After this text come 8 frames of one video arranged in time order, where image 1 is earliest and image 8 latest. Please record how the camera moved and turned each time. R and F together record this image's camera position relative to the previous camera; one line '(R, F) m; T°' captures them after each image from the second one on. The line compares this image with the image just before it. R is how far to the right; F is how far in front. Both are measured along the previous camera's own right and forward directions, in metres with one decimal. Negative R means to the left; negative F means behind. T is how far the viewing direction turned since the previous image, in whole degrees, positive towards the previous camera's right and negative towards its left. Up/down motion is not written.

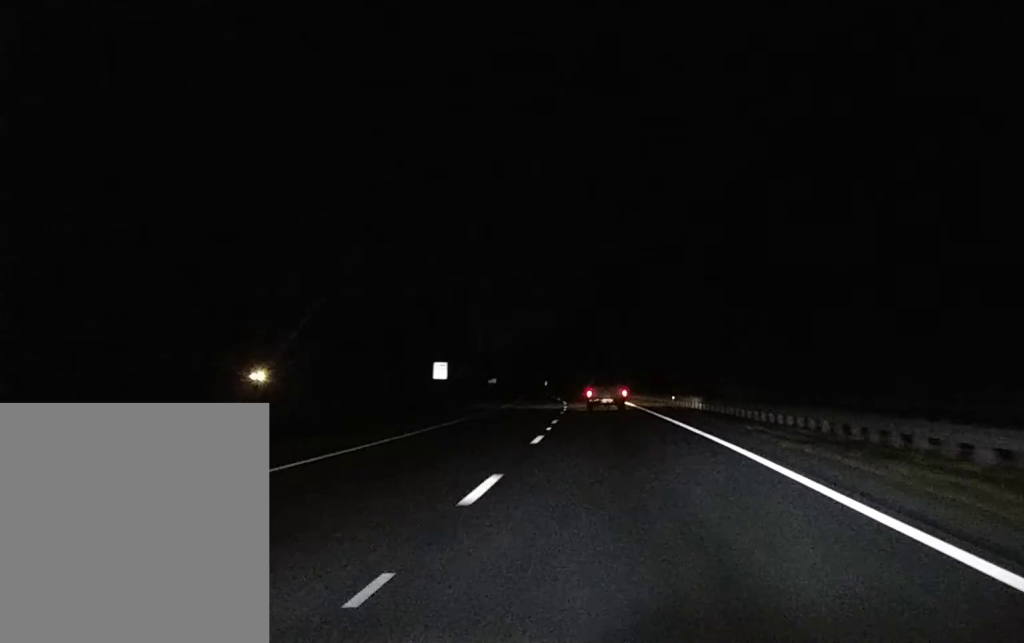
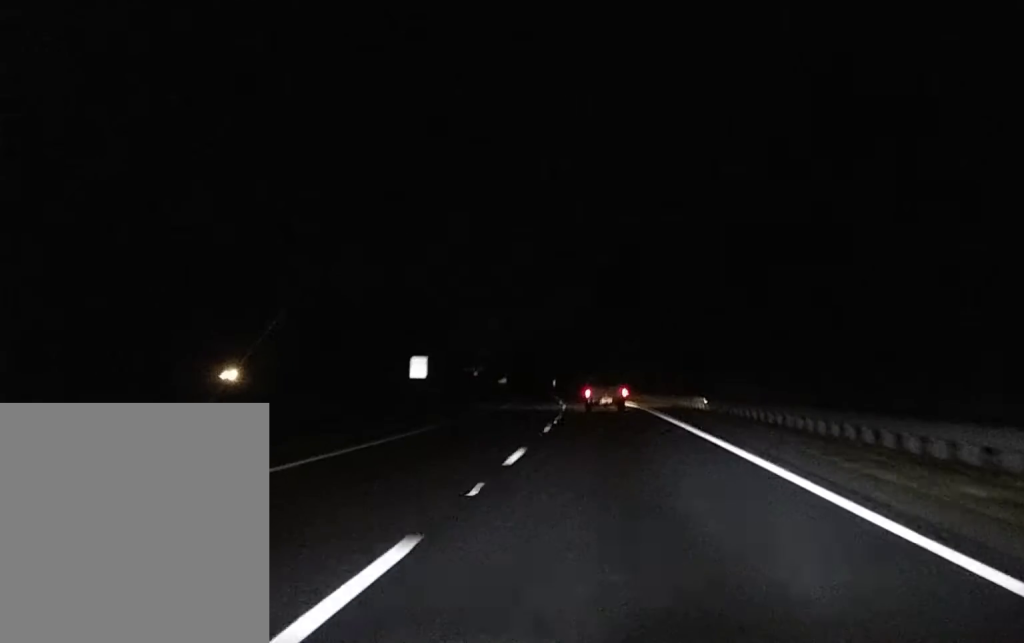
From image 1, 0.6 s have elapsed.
(+0.2, +16.5) m; -1°
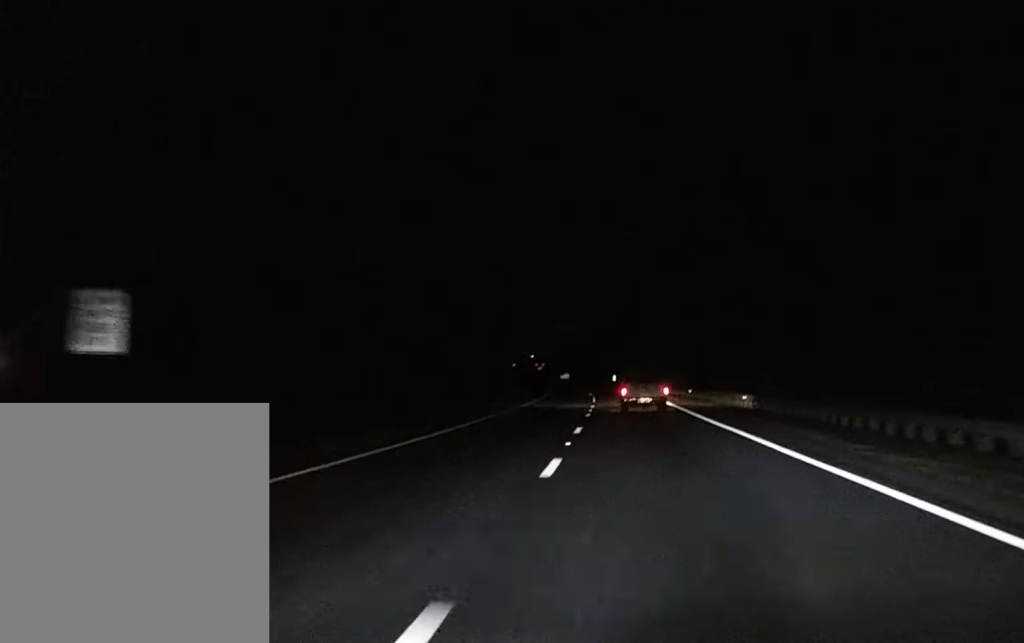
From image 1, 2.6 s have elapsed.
(-2.3, +57.2) m; -3°
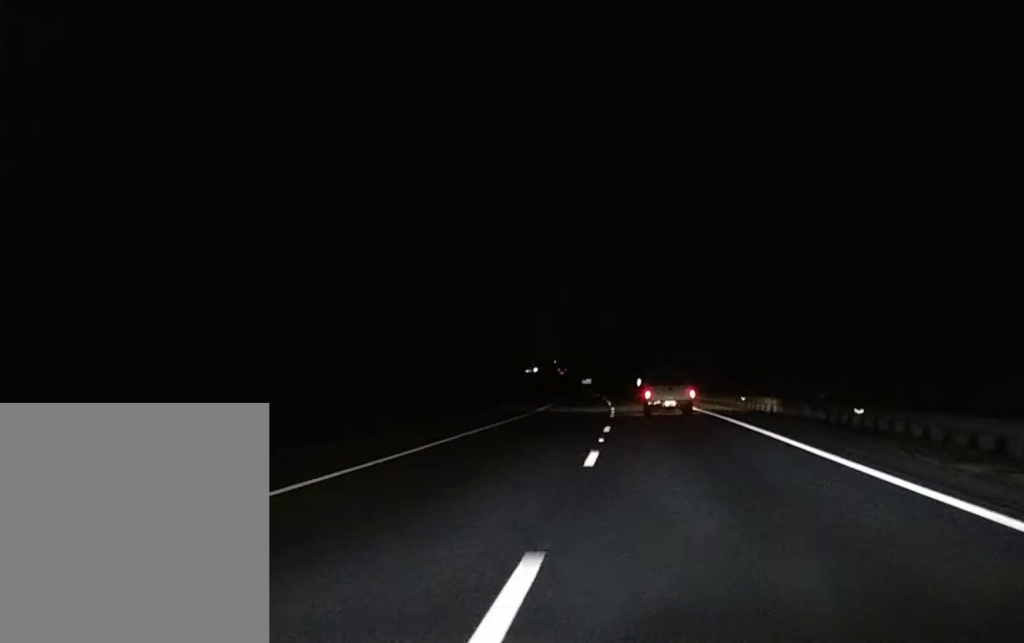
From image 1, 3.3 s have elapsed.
(0.0, +25.0) m; -1°
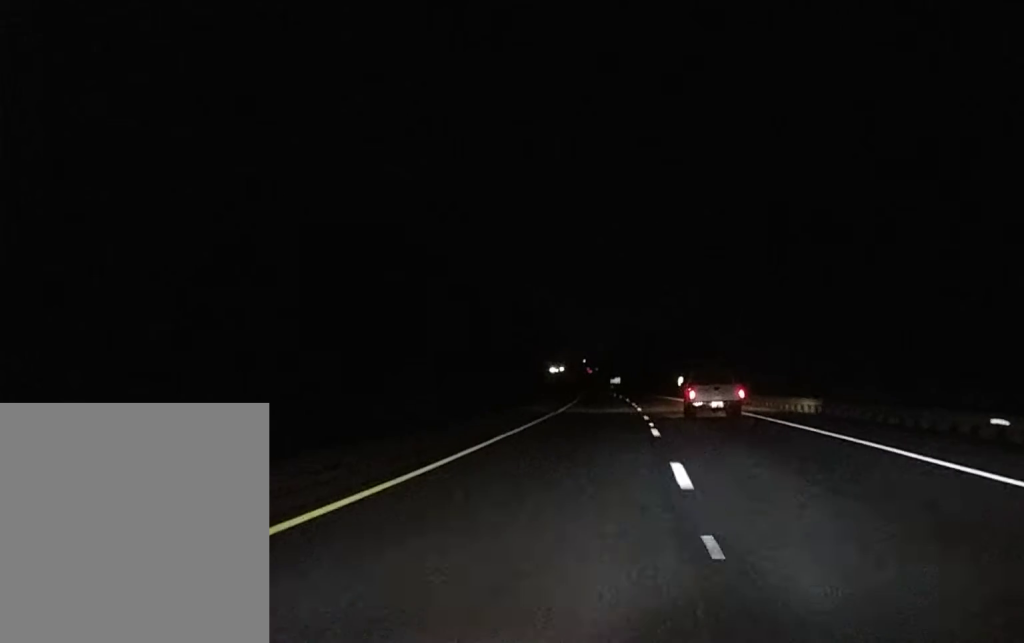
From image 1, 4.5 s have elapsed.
(-0.4, +44.8) m; -1°
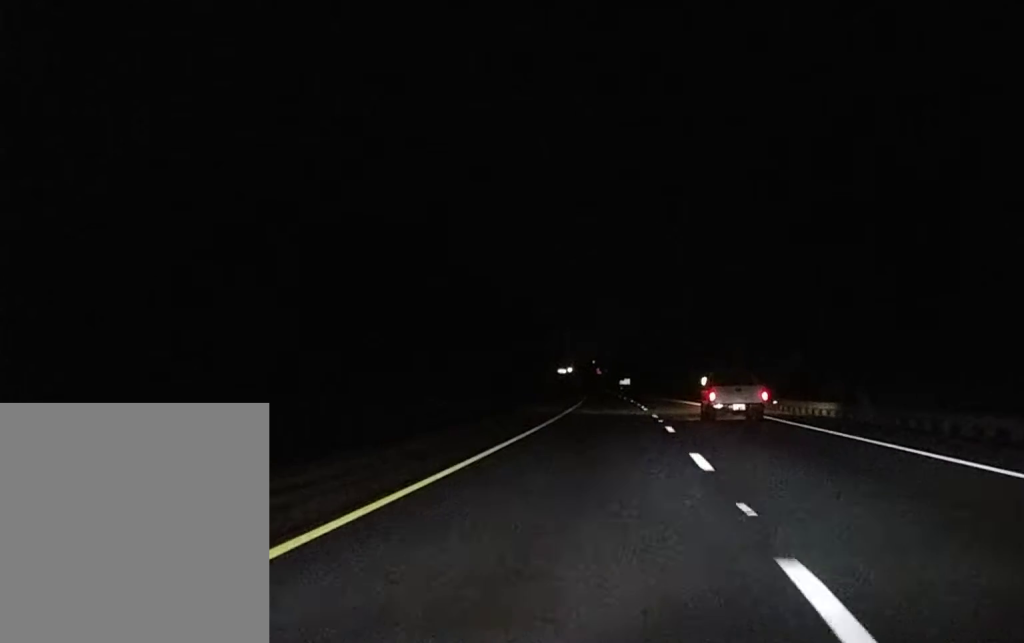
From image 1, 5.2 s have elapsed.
(-0.1, +25.0) m; -1°
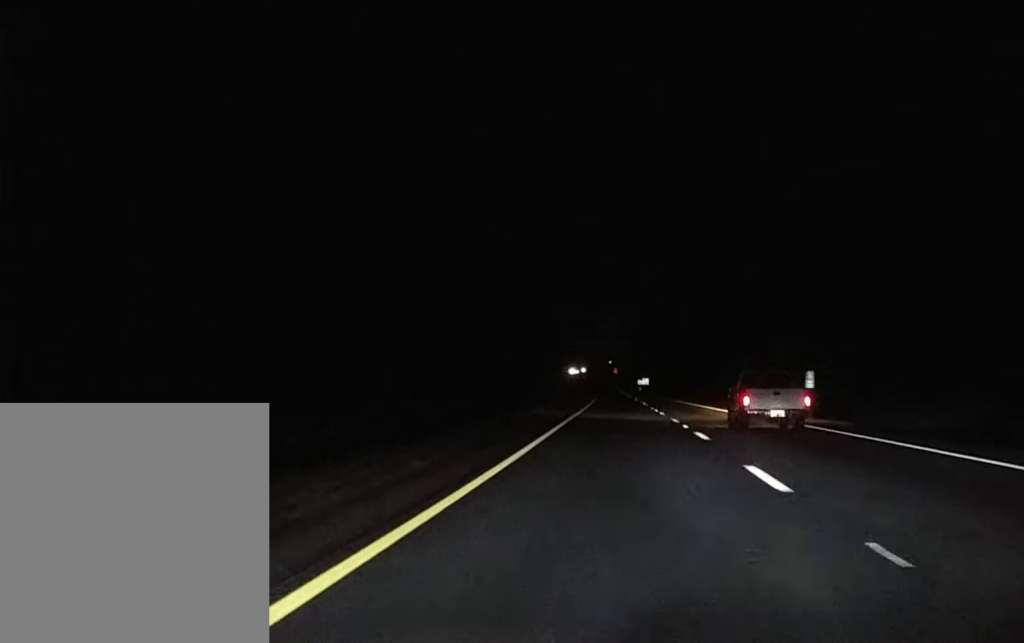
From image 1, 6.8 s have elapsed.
(-0.6, +52.9) m; -1°
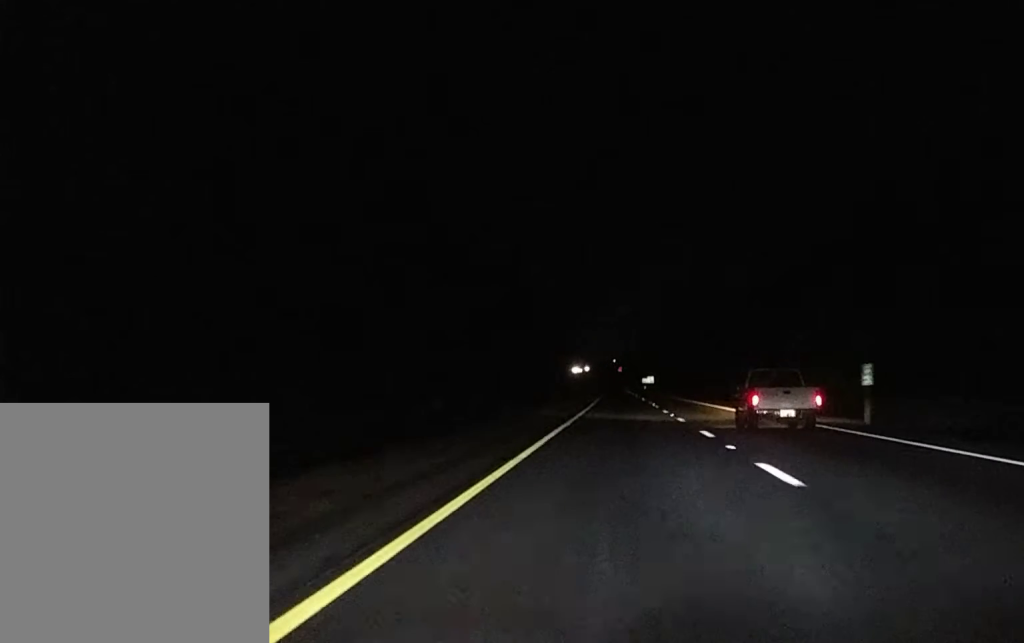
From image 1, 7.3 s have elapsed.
(-0.1, +15.5) m; 0°
